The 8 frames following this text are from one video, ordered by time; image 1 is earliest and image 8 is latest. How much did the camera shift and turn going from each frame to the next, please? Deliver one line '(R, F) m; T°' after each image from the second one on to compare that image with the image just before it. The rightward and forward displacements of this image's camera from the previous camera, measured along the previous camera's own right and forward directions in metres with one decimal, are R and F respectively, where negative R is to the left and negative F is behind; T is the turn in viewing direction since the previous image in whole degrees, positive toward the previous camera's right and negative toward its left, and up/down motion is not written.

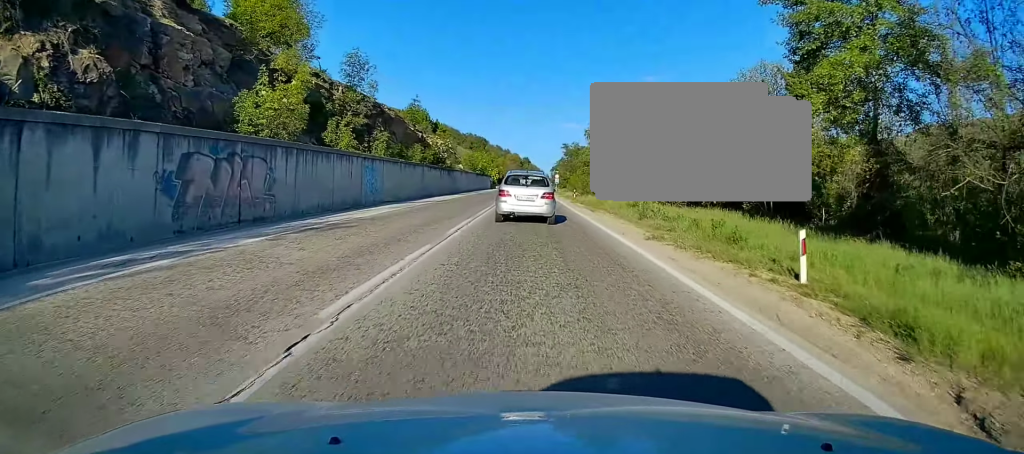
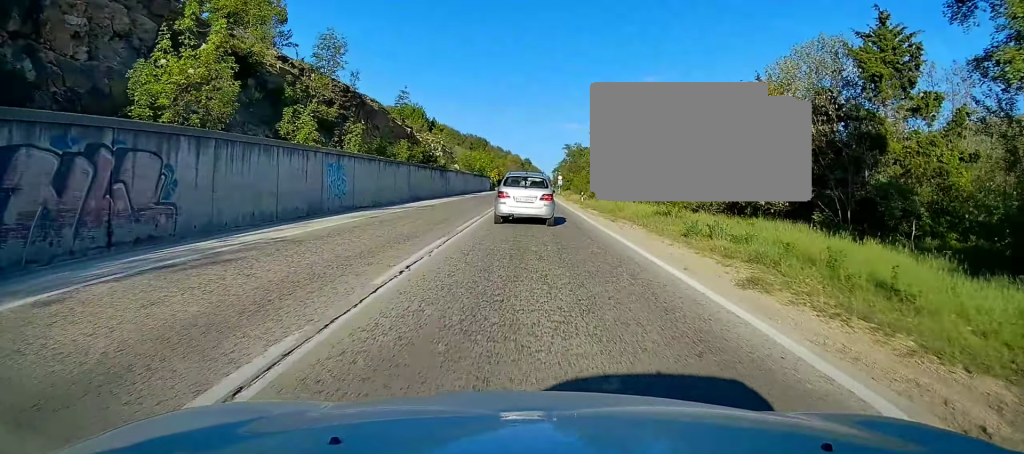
(+0.2, +6.9) m; +1°
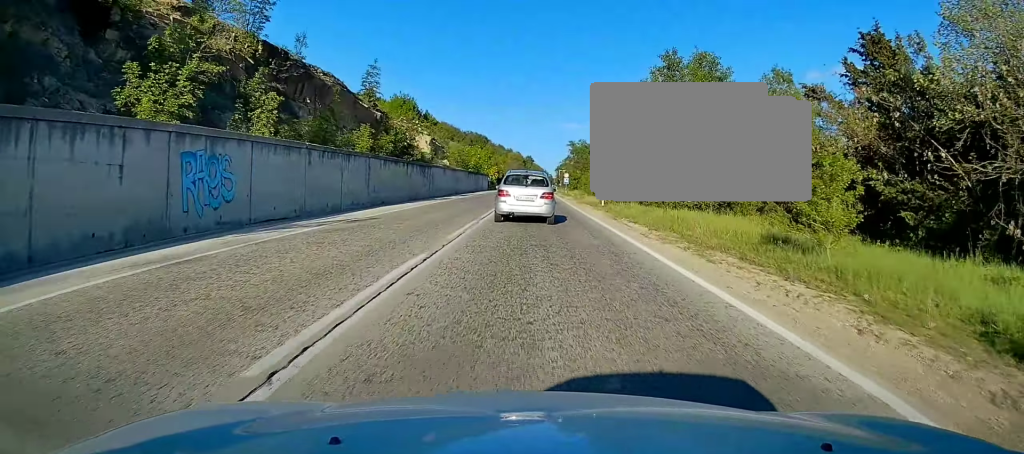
(+0.2, +12.7) m; 0°
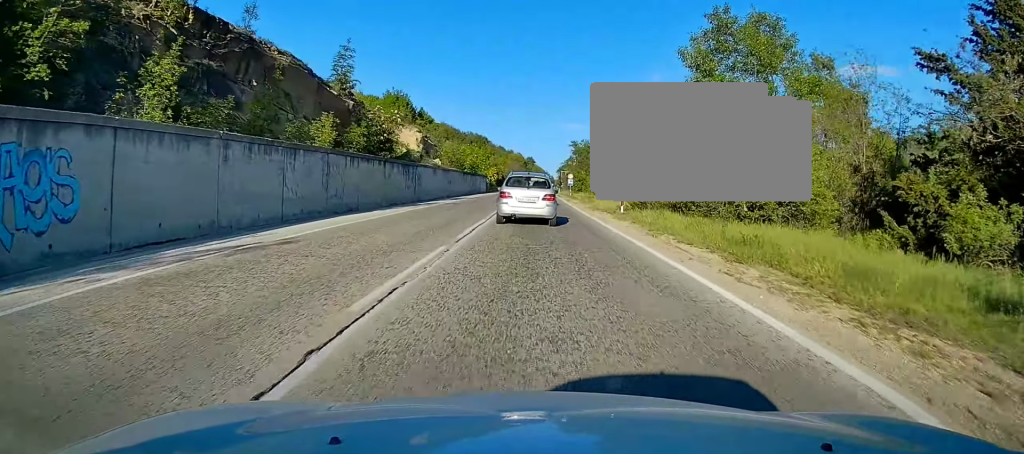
(+0.1, +7.5) m; -1°
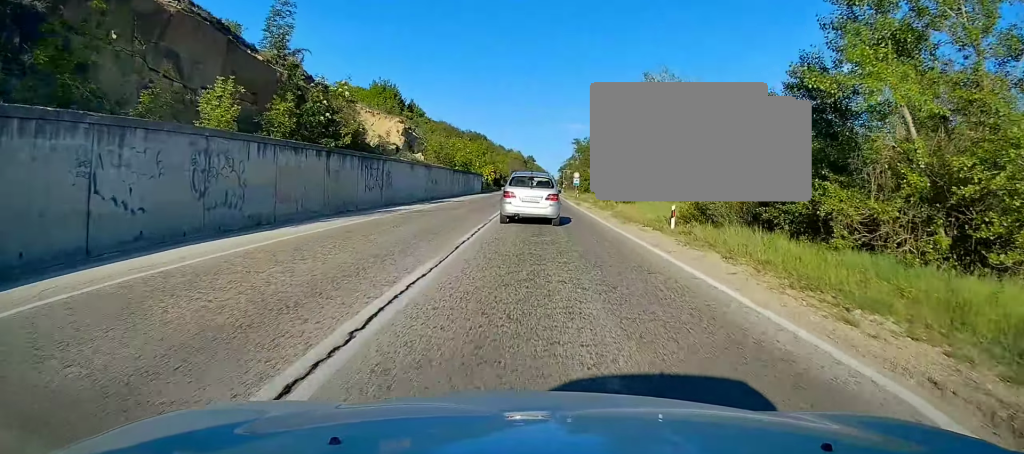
(-0.1, +11.0) m; 0°
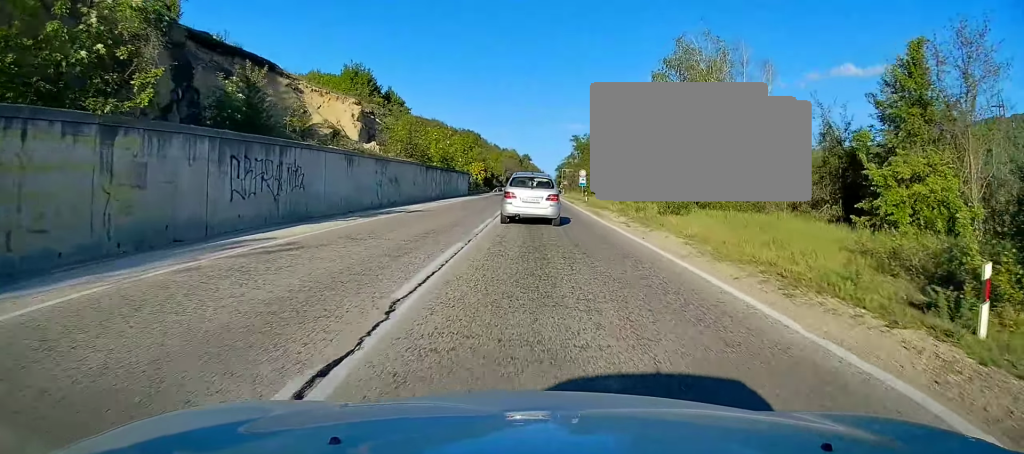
(-0.2, +15.0) m; 0°
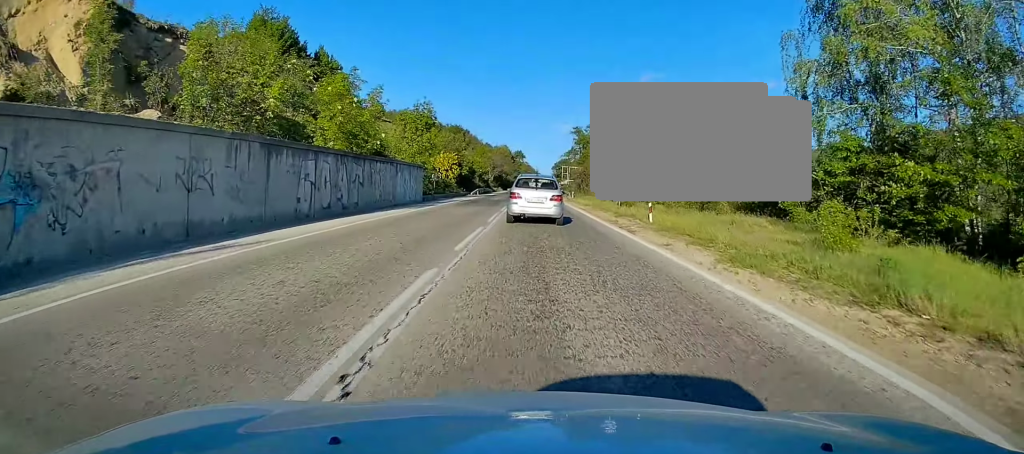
(+0.7, +30.8) m; +1°
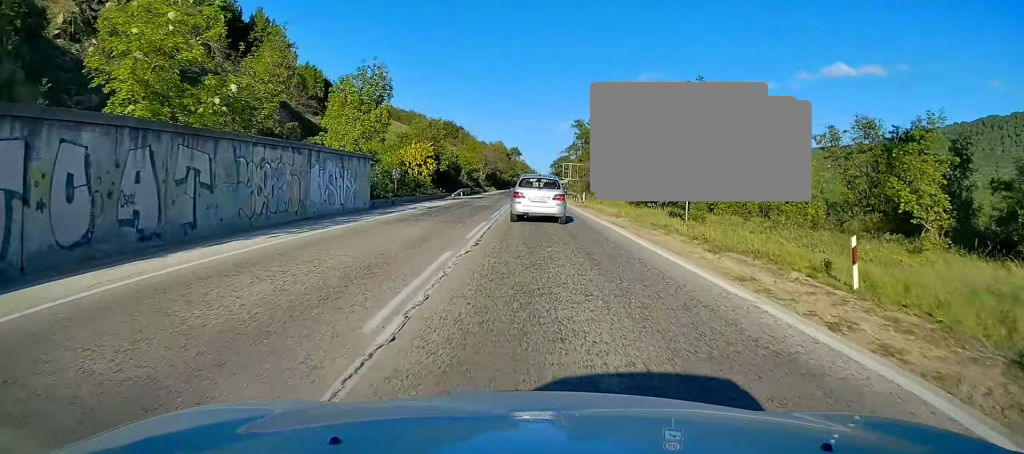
(0.0, +15.9) m; 0°
